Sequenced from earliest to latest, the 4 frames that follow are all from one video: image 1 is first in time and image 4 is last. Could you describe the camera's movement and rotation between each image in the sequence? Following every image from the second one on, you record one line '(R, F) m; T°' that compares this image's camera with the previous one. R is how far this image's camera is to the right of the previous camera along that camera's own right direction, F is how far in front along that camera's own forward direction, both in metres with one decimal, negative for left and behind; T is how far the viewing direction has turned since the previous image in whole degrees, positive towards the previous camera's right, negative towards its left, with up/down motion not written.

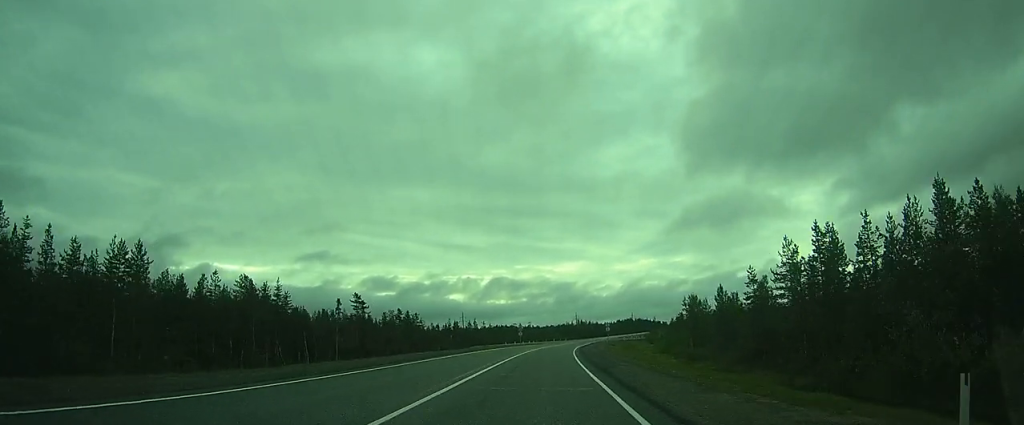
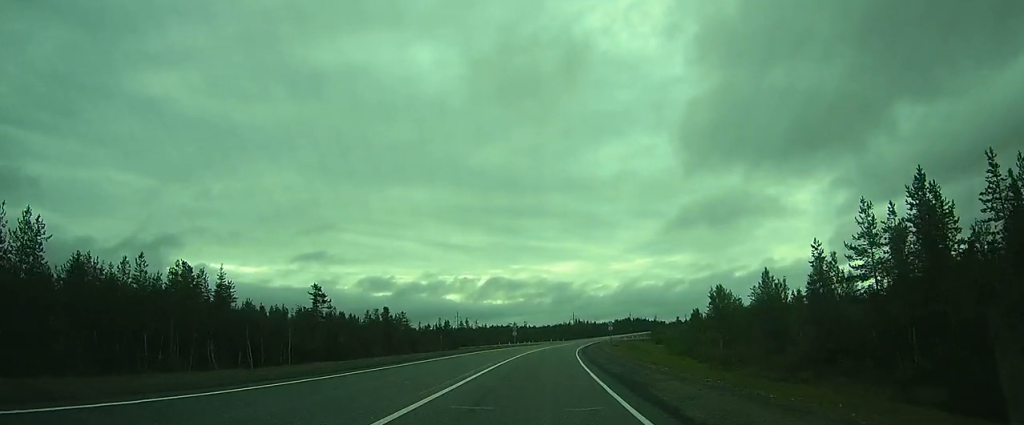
(0.0, +9.4) m; 0°
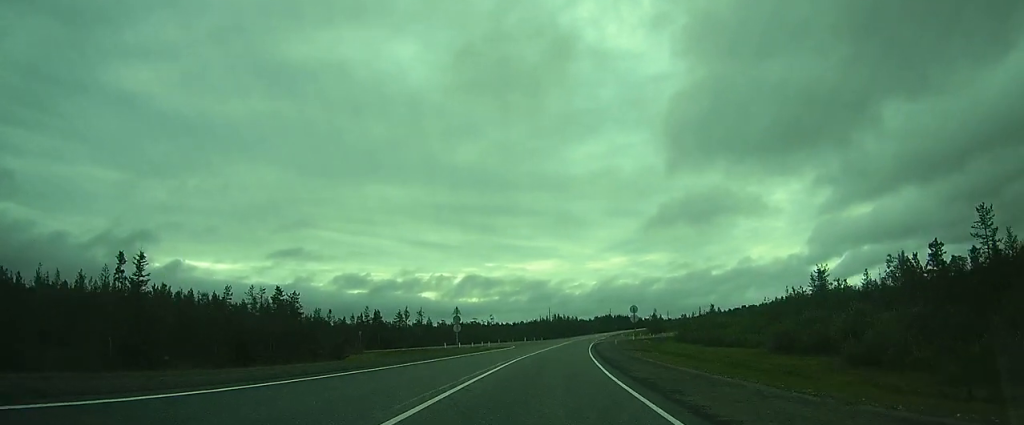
(+0.7, +44.5) m; +2°
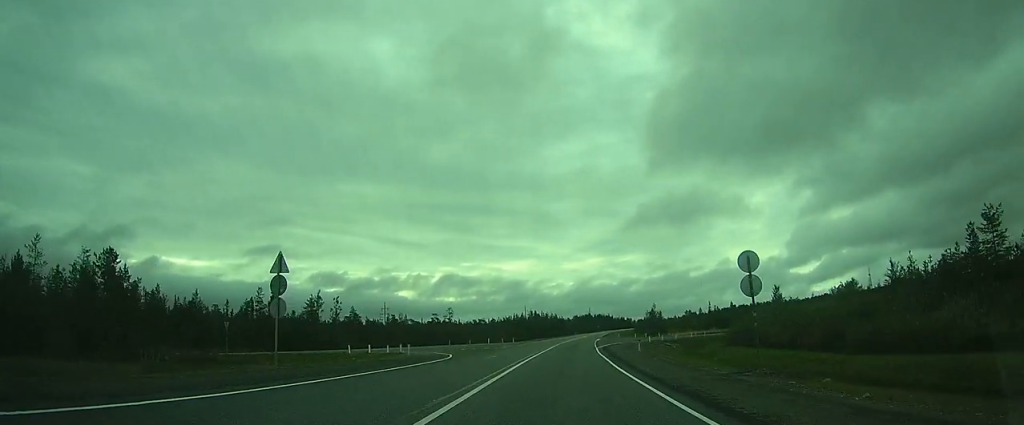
(+0.8, +33.6) m; +2°
